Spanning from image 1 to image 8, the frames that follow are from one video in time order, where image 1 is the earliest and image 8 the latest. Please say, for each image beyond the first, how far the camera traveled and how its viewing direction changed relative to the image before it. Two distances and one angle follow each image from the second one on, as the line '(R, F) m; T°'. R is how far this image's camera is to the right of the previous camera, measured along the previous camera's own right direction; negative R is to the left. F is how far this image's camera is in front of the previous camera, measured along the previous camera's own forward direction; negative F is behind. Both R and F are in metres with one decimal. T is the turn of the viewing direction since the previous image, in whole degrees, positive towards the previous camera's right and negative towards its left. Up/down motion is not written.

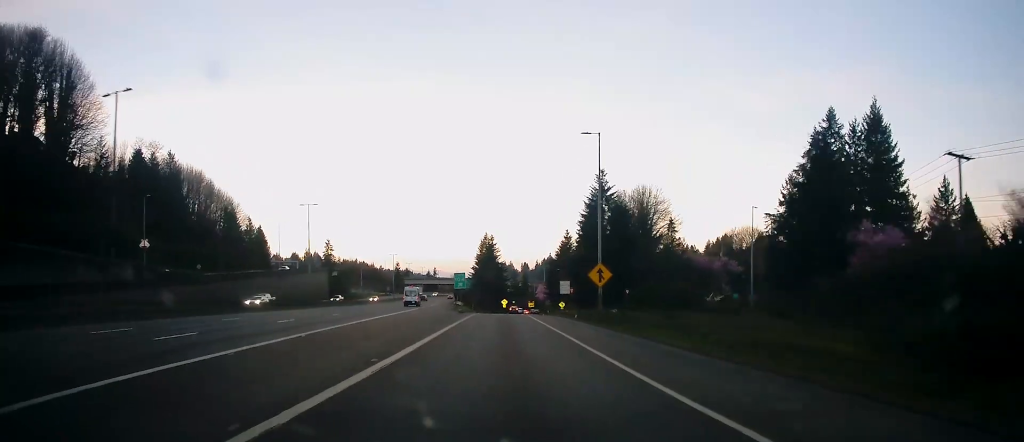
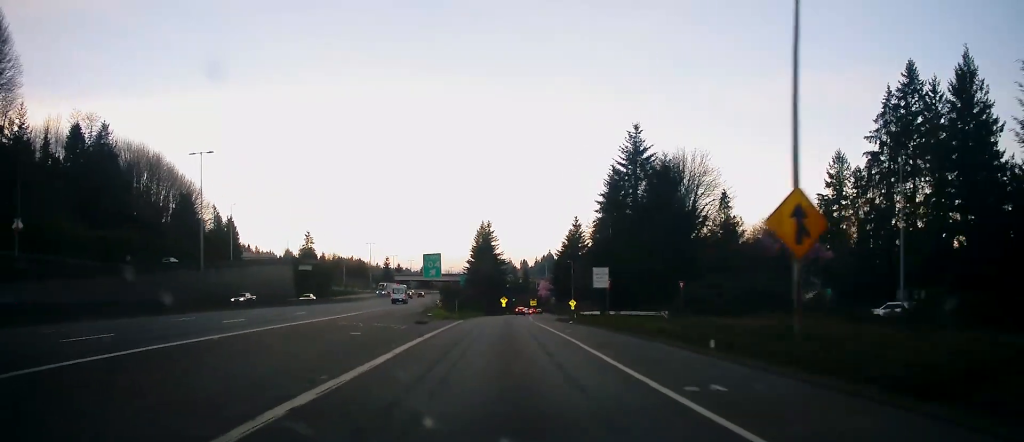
(0.0, +27.7) m; 0°
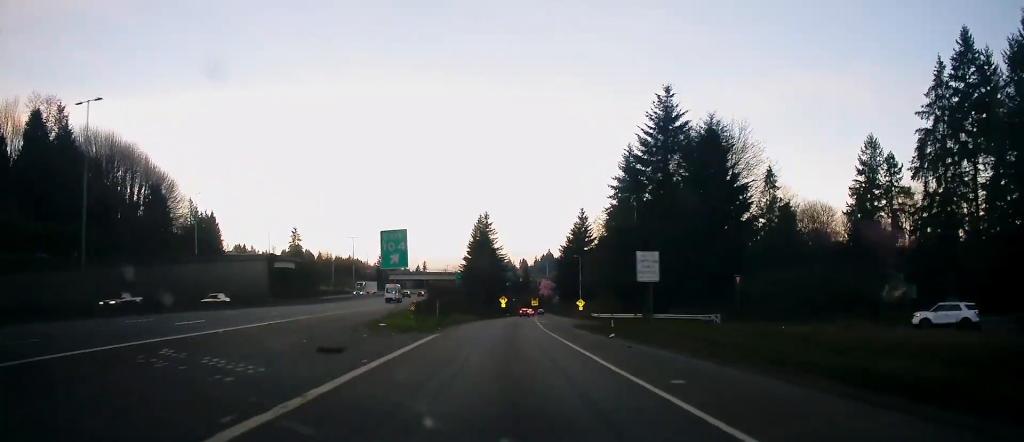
(0.0, +15.6) m; 0°
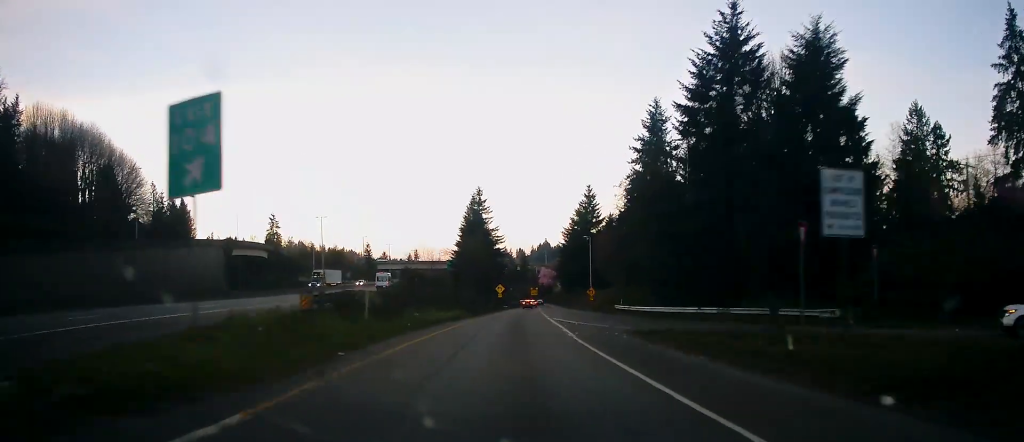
(0.0, +19.2) m; 0°
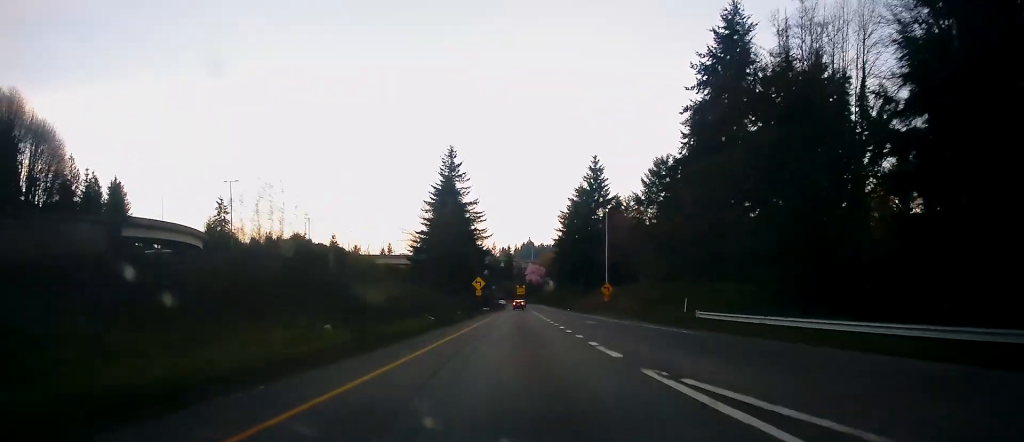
(0.0, +31.5) m; 0°
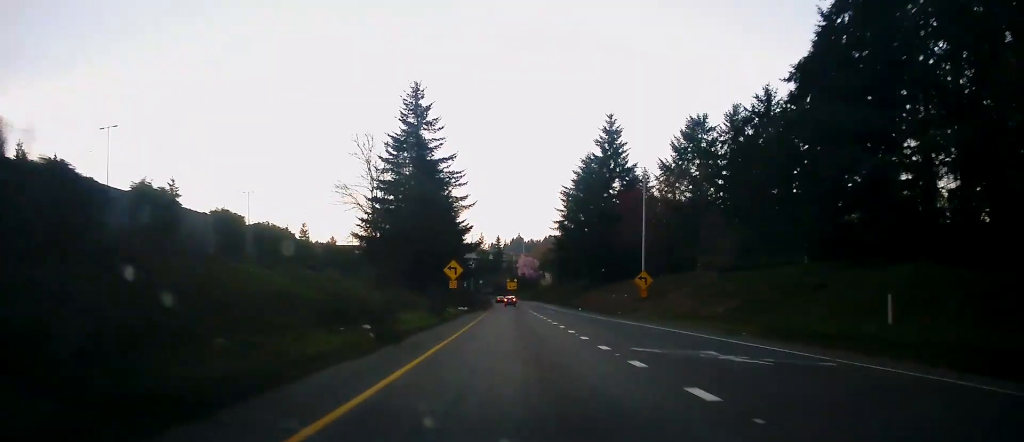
(0.0, +24.3) m; 0°
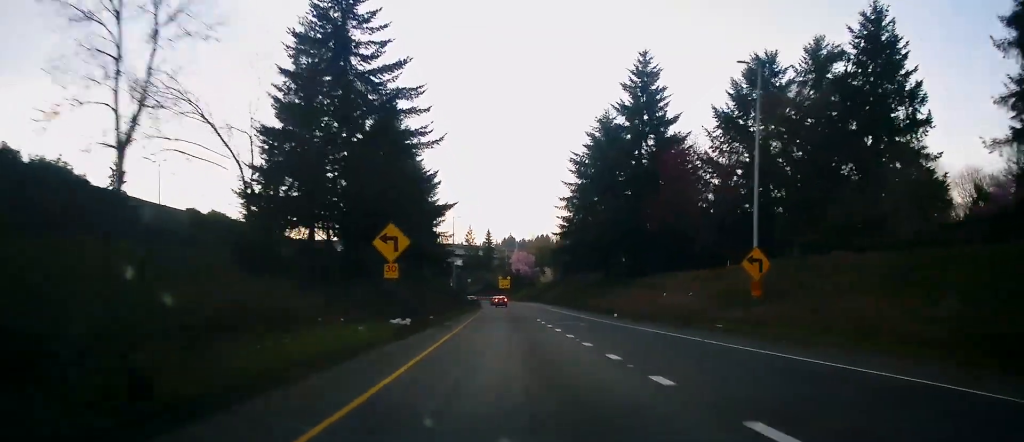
(0.0, +24.6) m; 0°
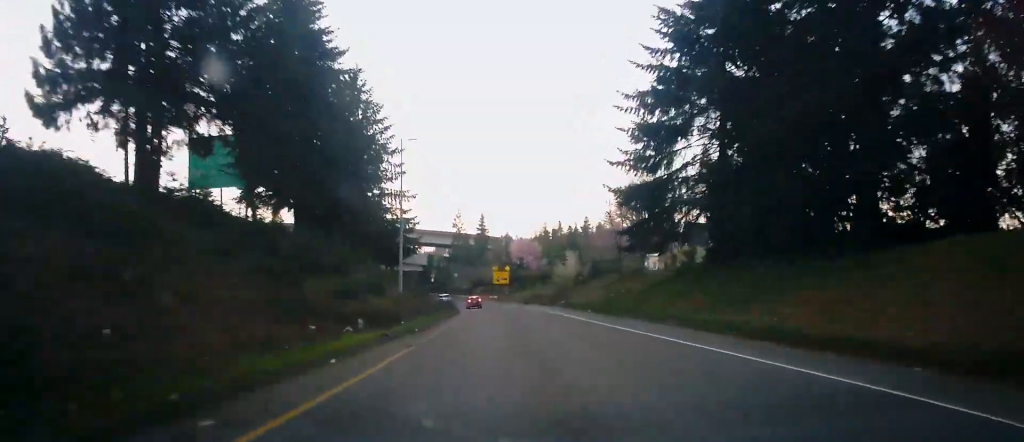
(+1.2, +42.3) m; +3°
